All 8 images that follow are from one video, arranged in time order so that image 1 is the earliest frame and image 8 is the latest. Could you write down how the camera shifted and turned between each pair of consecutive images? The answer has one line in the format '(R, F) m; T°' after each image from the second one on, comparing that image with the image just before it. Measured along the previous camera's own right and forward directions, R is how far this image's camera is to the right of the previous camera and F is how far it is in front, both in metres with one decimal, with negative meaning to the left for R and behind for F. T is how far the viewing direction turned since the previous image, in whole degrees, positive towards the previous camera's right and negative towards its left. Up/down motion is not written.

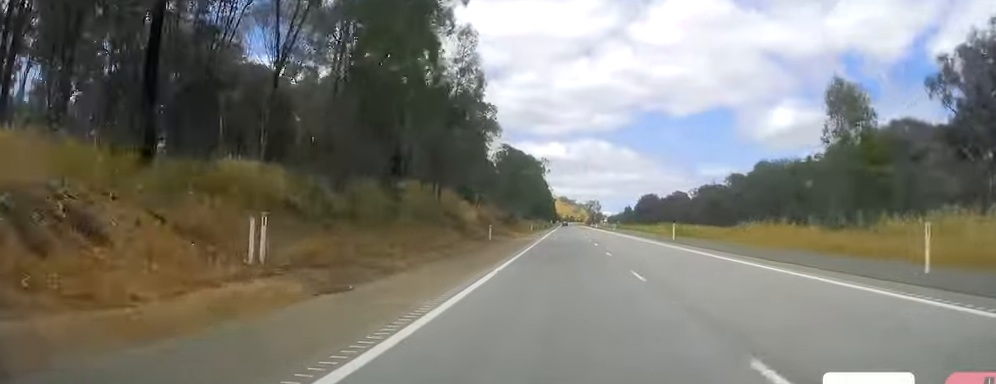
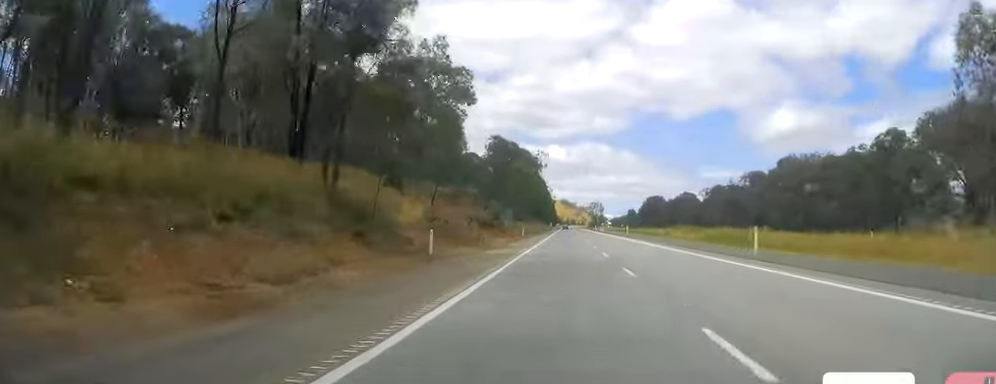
(-1.1, +22.0) m; -1°
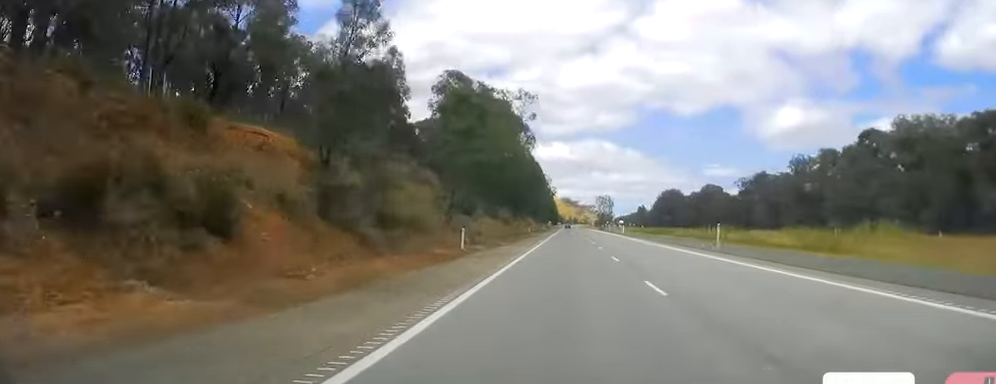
(+1.0, +52.5) m; +1°
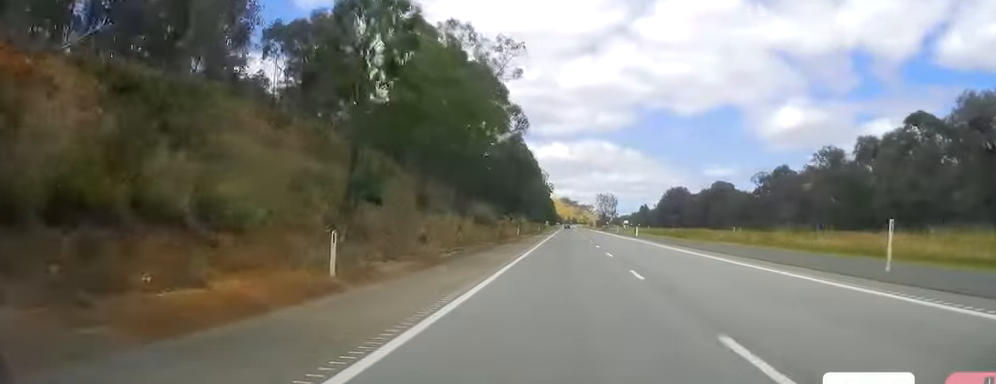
(0.0, +20.1) m; 0°
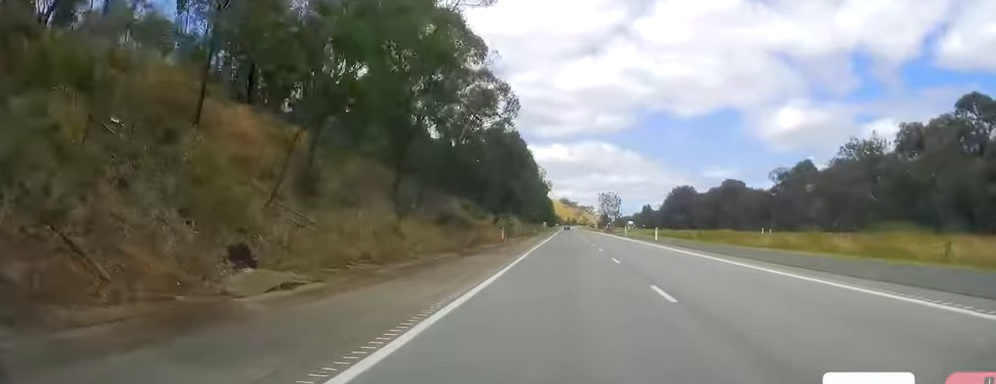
(-0.1, +17.3) m; +1°
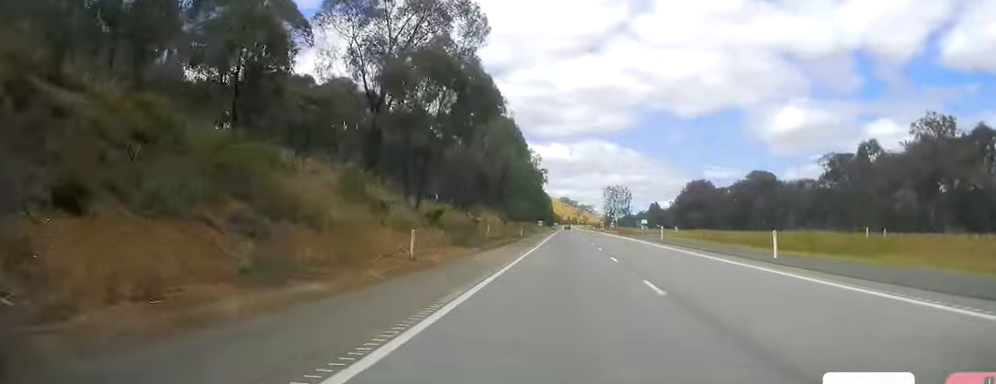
(+0.2, +34.6) m; -2°
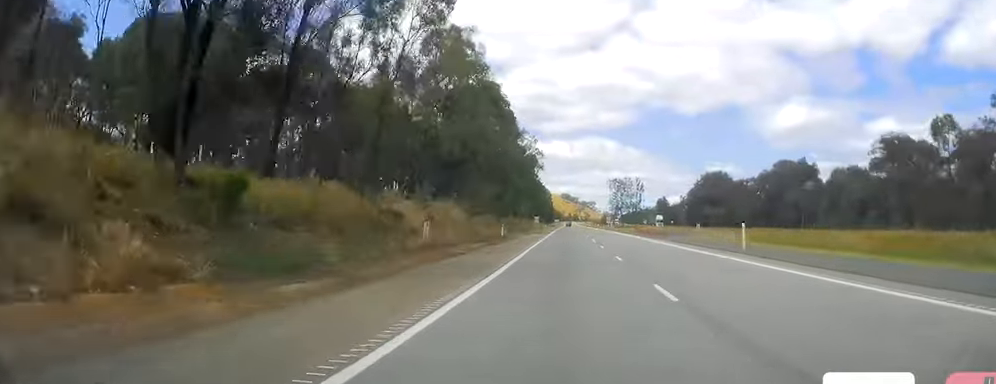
(-1.0, +25.9) m; 0°
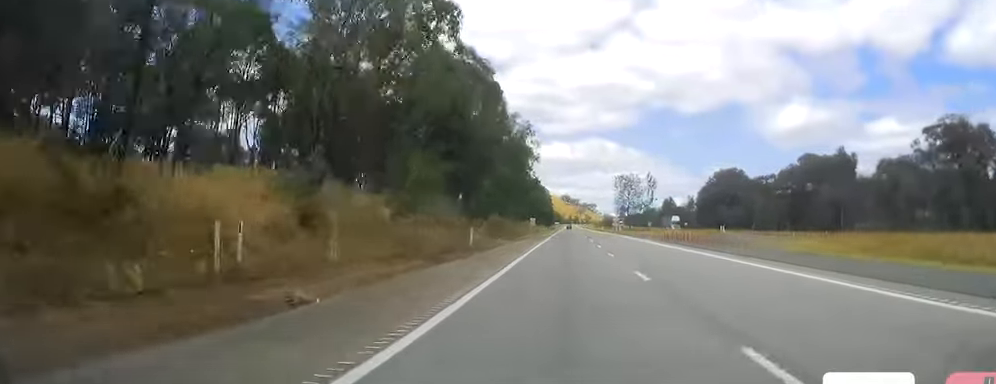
(+0.7, +19.3) m; +1°
